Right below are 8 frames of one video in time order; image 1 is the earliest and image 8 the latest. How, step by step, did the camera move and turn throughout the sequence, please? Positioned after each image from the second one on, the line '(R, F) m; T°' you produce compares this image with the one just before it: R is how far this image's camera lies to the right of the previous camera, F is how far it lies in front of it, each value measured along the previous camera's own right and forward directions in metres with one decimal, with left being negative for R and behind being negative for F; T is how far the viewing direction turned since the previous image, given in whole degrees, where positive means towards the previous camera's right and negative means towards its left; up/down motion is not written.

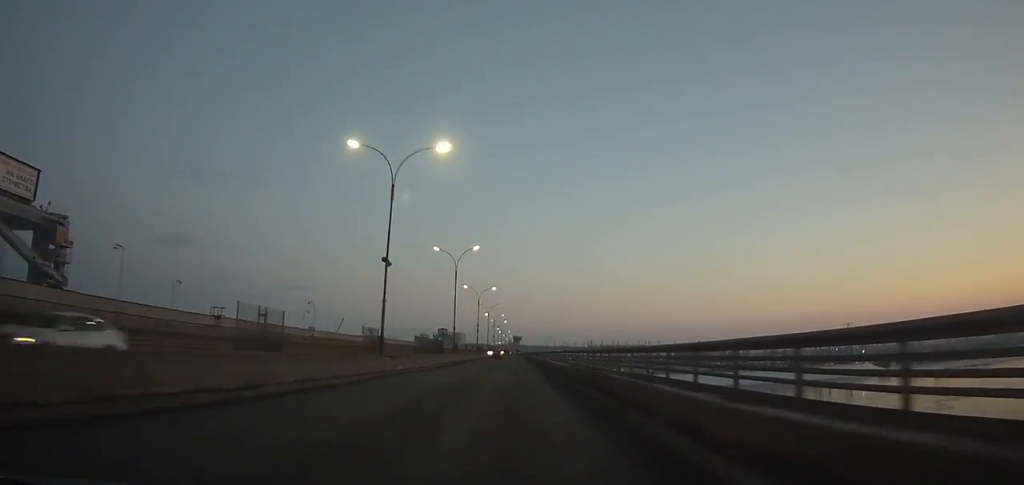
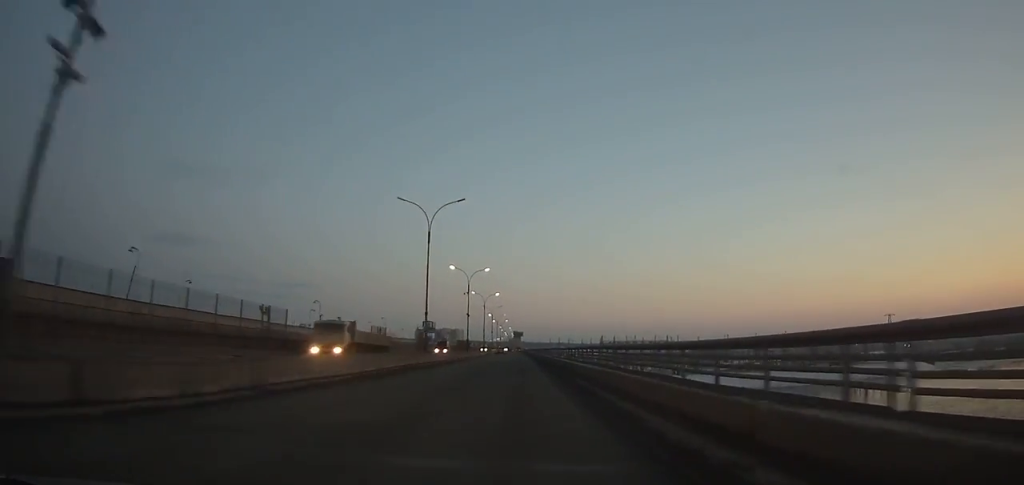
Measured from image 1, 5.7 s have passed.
(0.0, +90.9) m; 0°
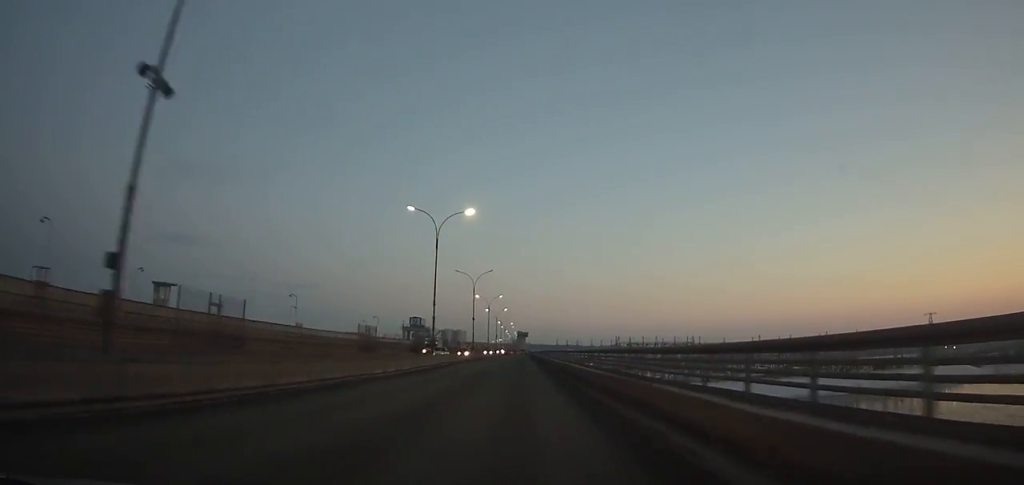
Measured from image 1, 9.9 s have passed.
(-0.1, +68.1) m; 0°
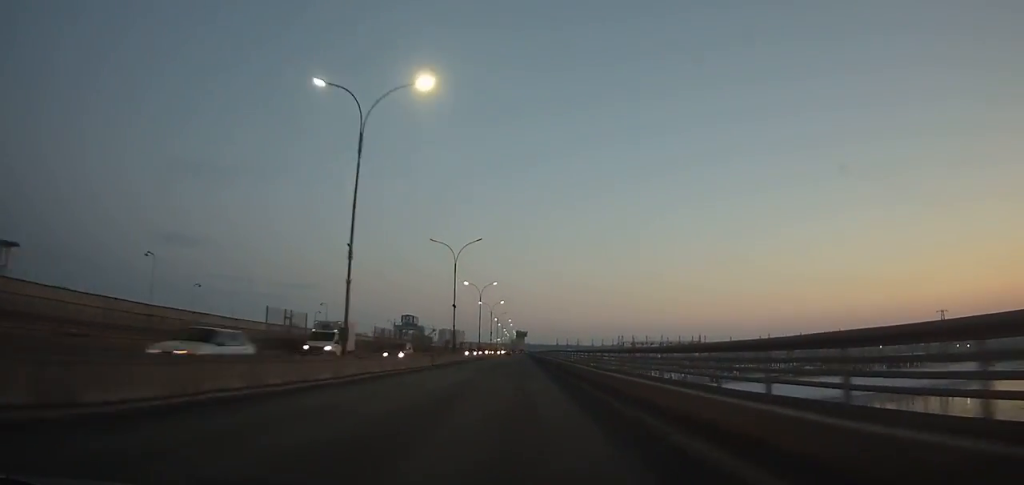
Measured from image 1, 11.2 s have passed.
(0.0, +21.3) m; 0°
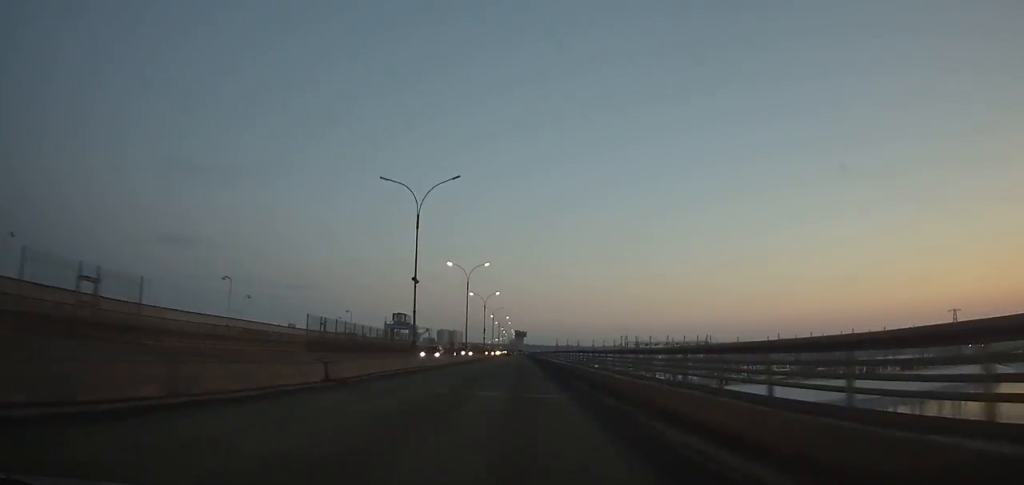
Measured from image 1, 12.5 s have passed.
(0.0, +21.2) m; 0°
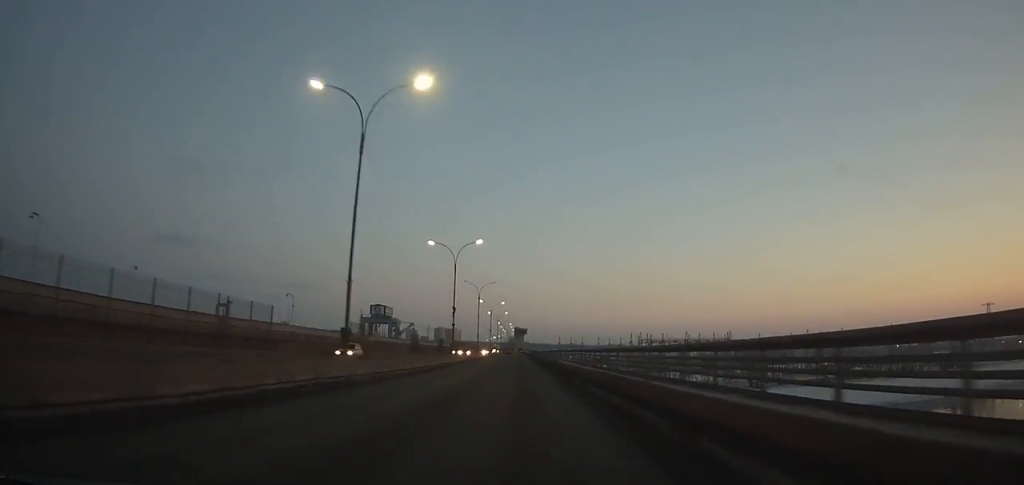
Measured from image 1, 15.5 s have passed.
(0.0, +49.3) m; 0°
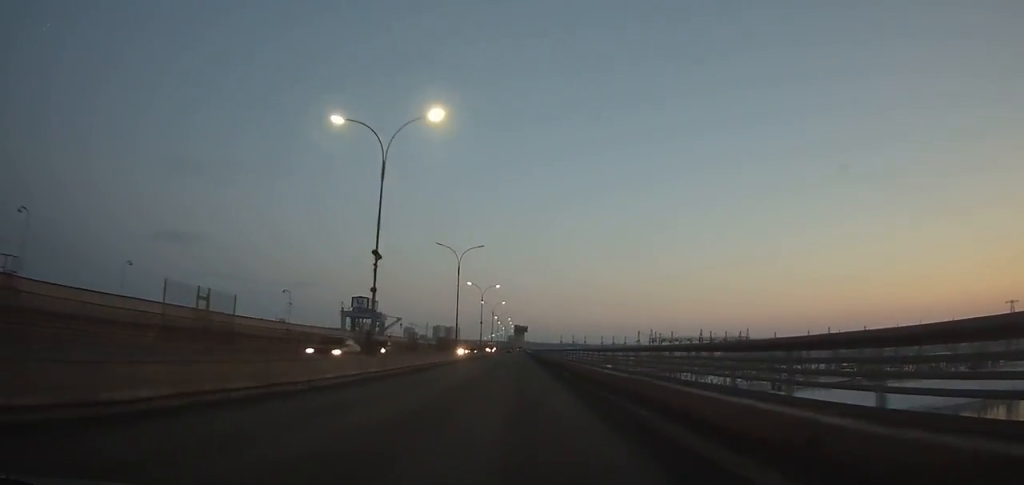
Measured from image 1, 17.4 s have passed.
(-0.1, +31.5) m; 0°
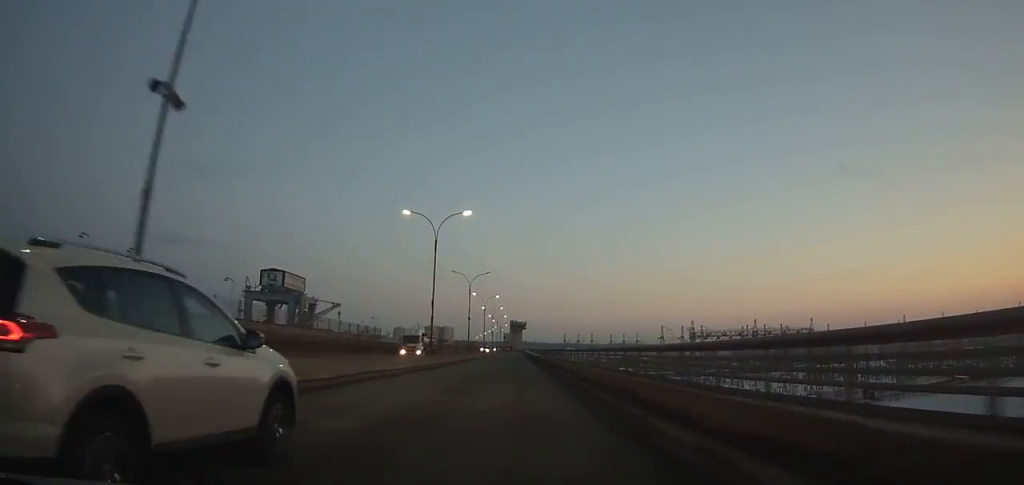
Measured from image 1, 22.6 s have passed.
(+0.2, +87.4) m; 0°
